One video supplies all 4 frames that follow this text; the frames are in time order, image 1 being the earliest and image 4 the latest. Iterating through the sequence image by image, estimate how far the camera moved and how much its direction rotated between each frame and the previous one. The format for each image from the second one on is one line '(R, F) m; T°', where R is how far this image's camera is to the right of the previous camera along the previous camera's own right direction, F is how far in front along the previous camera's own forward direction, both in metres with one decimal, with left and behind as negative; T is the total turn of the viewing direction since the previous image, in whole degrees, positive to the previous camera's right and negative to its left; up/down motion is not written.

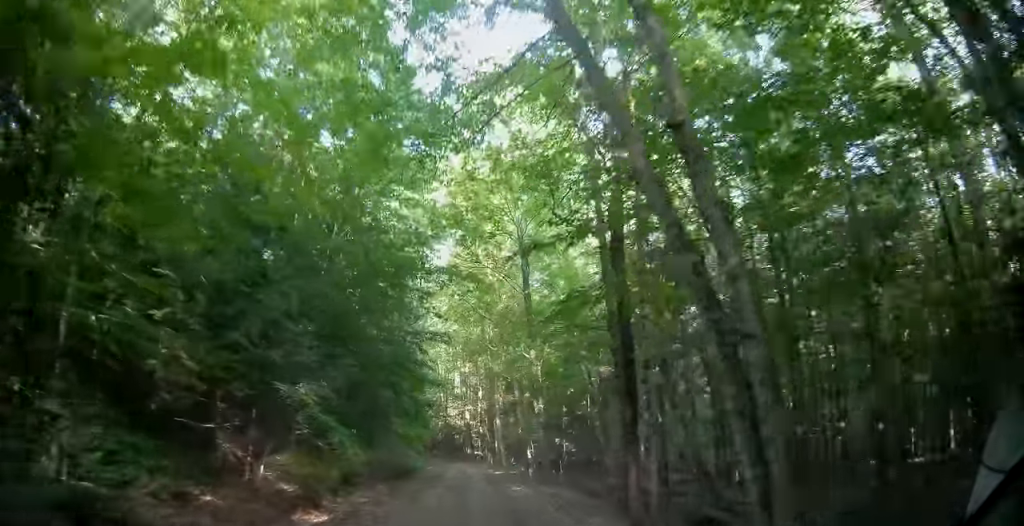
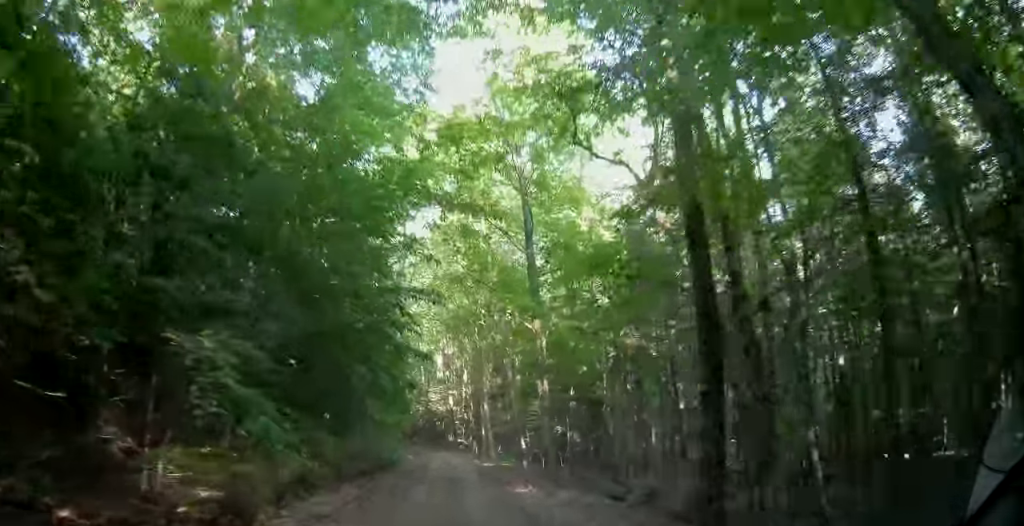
(-0.1, +4.7) m; +4°
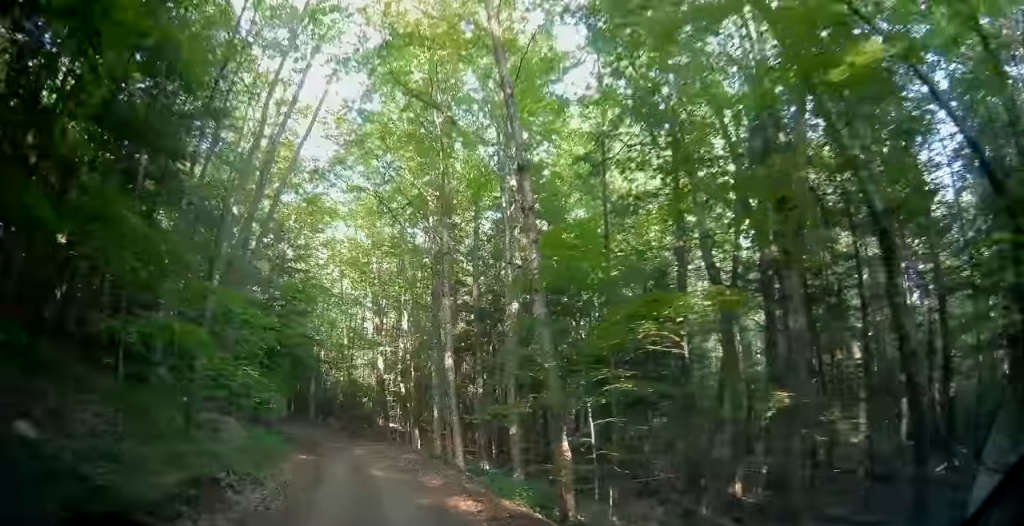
(+1.6, +22.5) m; +1°
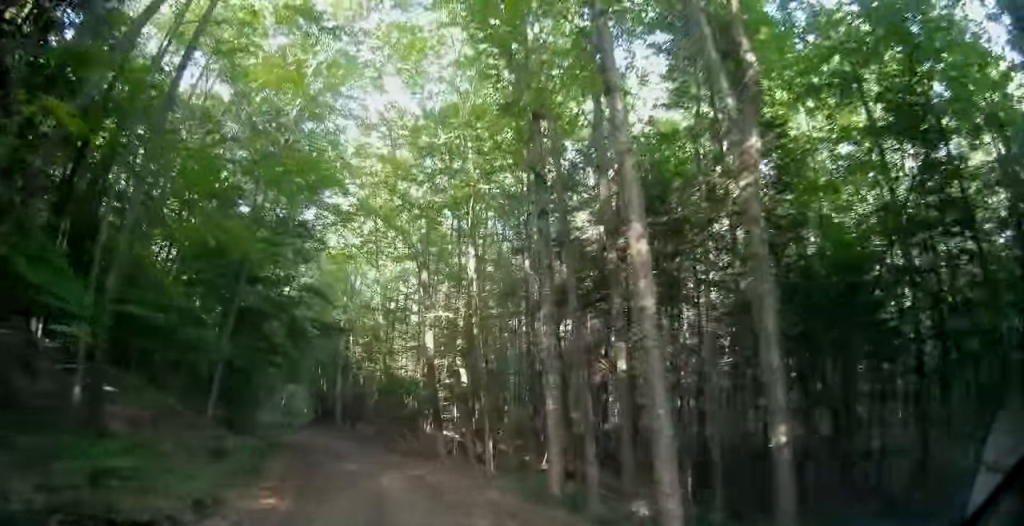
(+0.1, +14.7) m; -2°
